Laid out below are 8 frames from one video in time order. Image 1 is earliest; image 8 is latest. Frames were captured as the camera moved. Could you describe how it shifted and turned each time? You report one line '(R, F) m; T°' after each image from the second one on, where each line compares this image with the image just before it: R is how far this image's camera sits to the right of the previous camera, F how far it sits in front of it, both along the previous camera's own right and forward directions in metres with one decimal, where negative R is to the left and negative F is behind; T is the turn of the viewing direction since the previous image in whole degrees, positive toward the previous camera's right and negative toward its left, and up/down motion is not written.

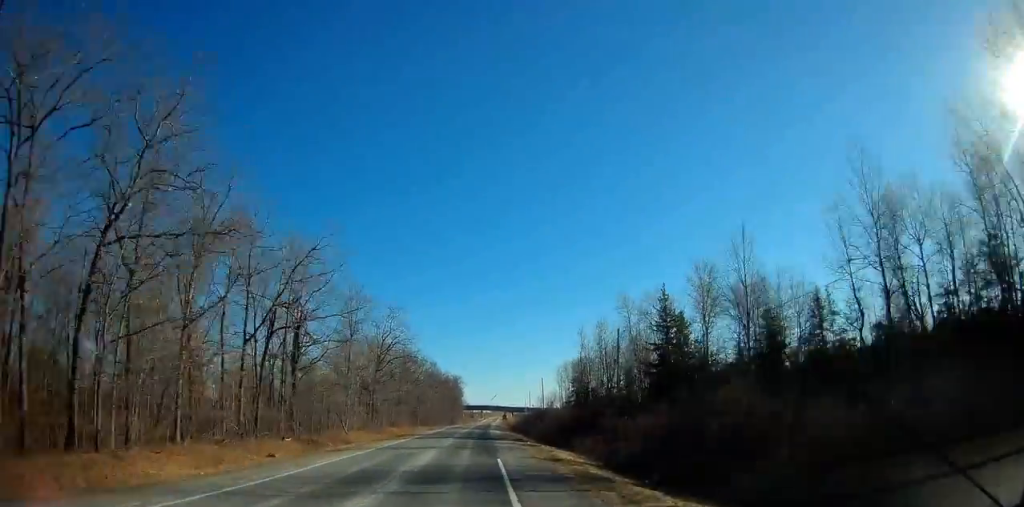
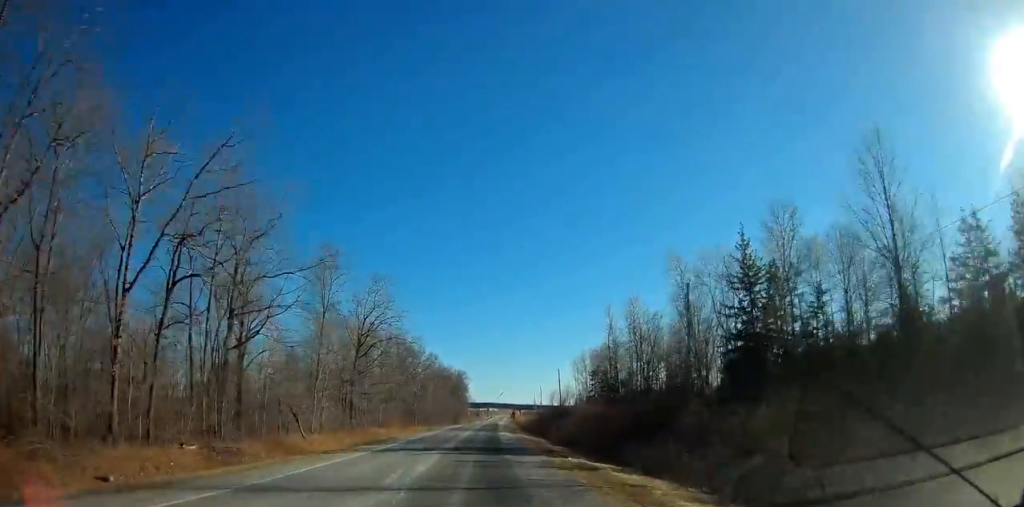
(+0.1, +19.4) m; 0°
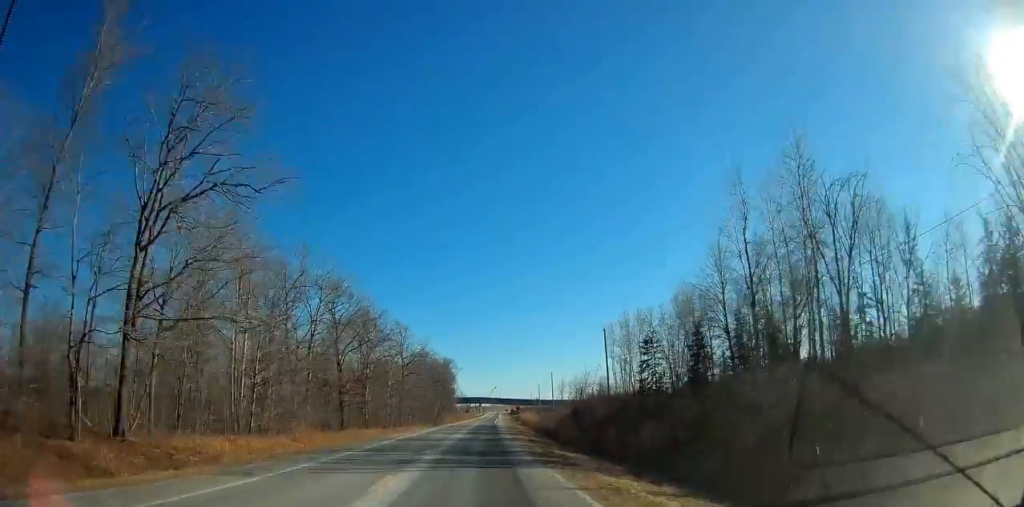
(-0.3, +49.8) m; -1°
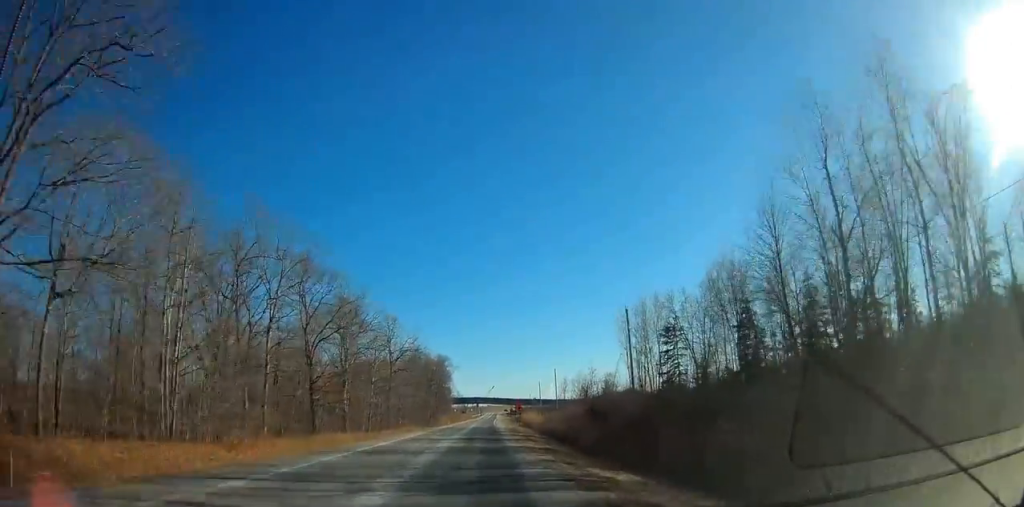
(0.0, +11.8) m; 0°
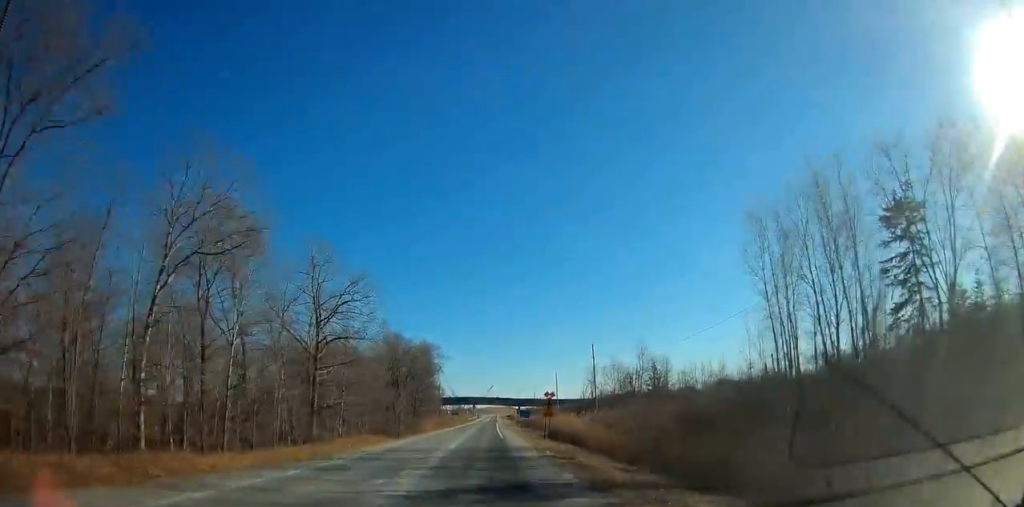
(+0.4, +46.9) m; +1°
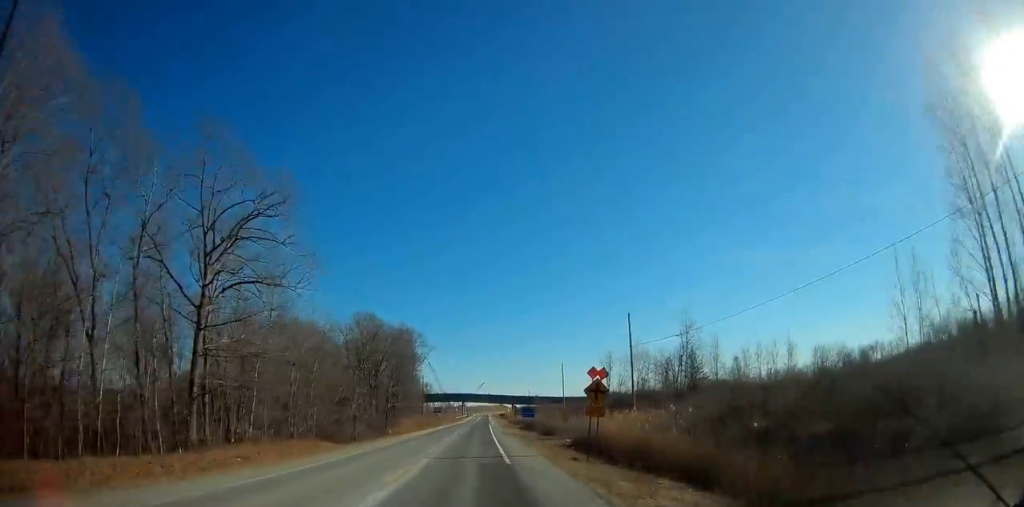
(0.0, +24.9) m; +1°
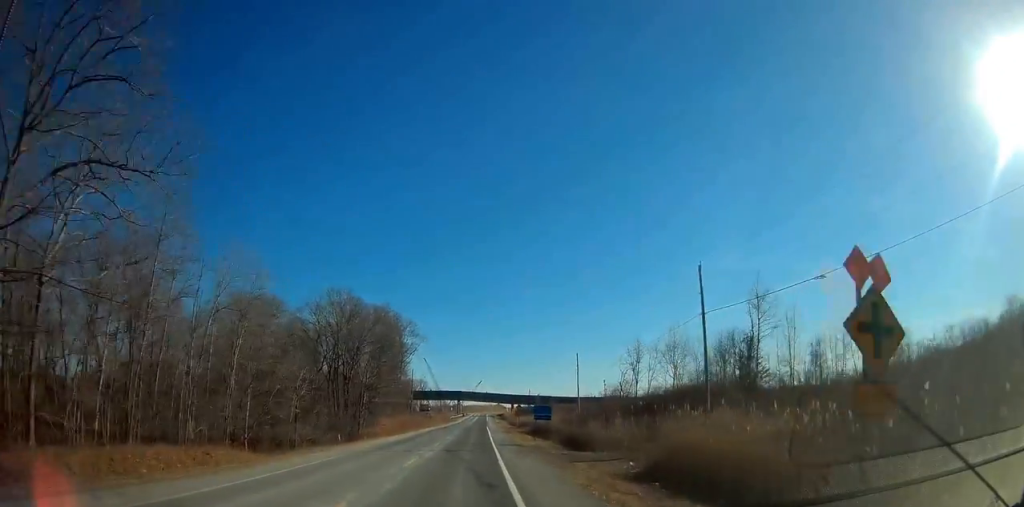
(+0.4, +19.9) m; 0°
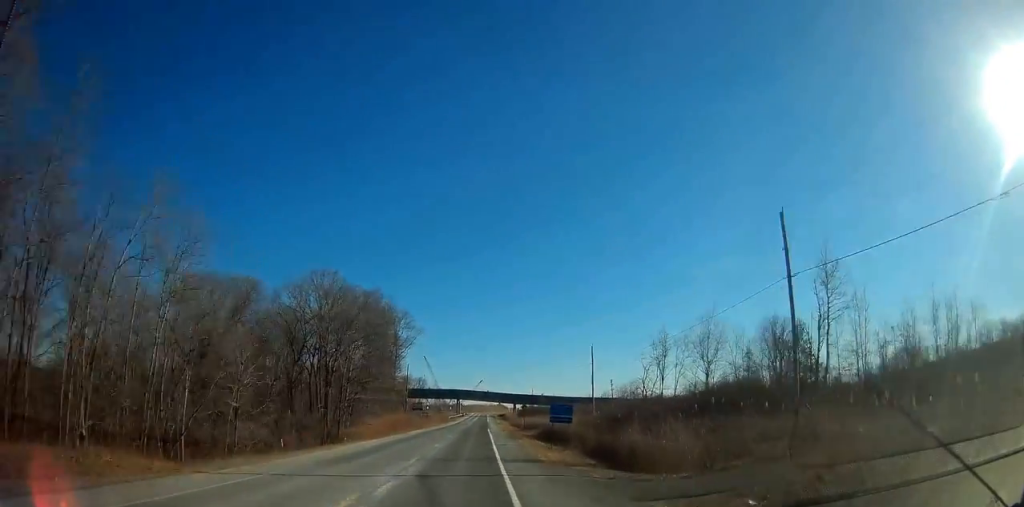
(-0.1, +11.5) m; 0°
